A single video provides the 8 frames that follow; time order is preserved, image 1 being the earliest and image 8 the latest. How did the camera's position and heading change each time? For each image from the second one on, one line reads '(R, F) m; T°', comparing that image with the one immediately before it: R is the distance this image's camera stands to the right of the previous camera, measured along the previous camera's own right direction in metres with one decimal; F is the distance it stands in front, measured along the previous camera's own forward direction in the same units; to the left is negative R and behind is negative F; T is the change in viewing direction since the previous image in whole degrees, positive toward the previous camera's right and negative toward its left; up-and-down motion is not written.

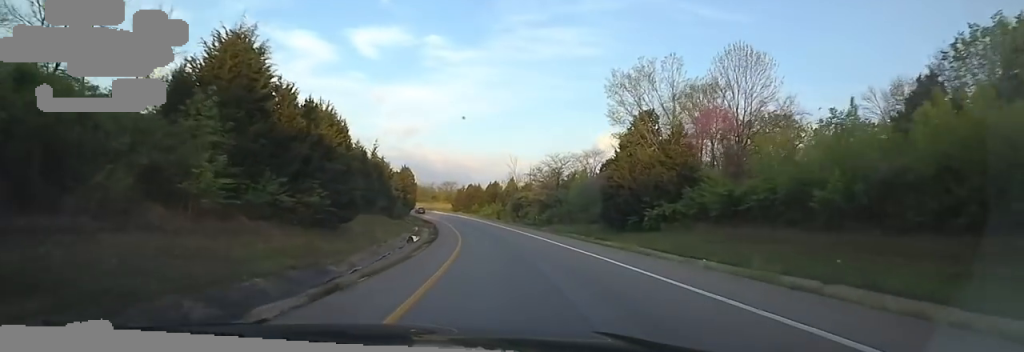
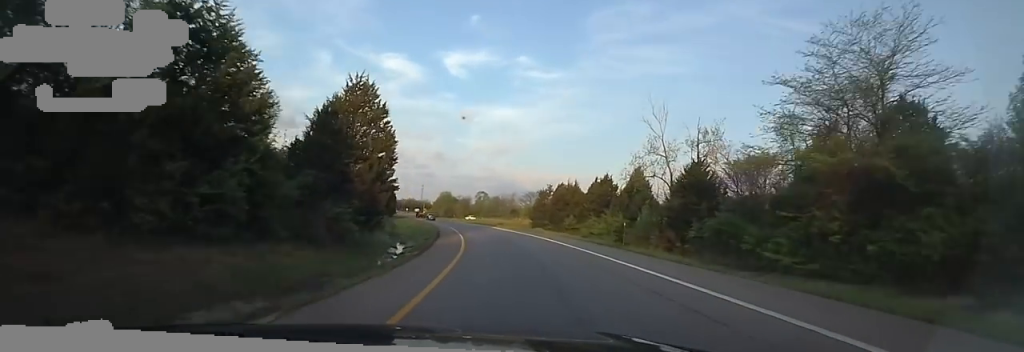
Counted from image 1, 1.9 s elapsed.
(-4.6, +52.4) m; -10°
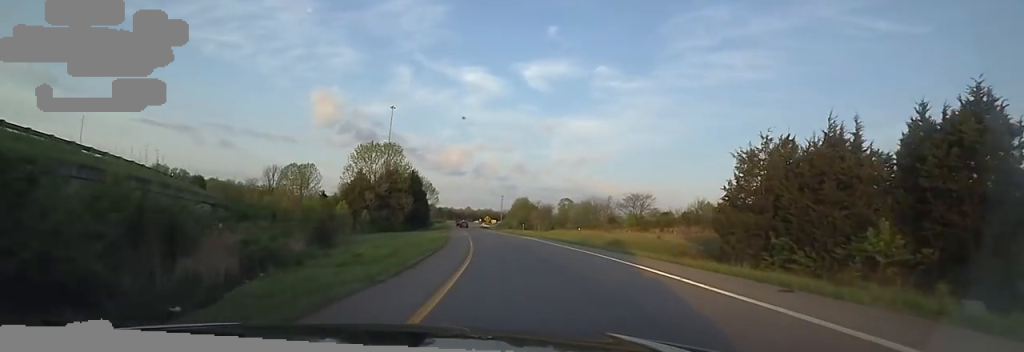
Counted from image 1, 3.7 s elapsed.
(-6.6, +48.7) m; -14°
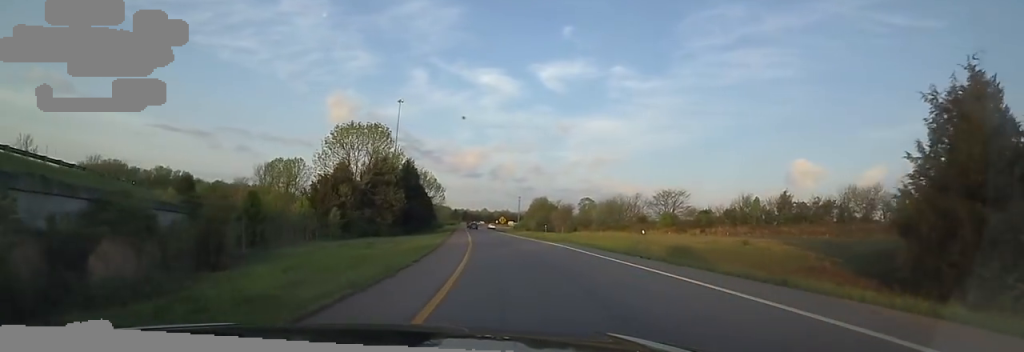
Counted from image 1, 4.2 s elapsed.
(-1.0, +13.8) m; -2°
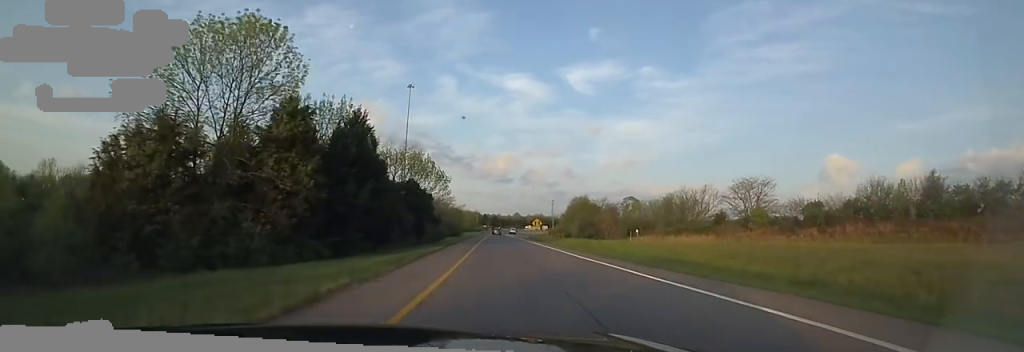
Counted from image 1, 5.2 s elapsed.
(+0.9, +28.3) m; -2°
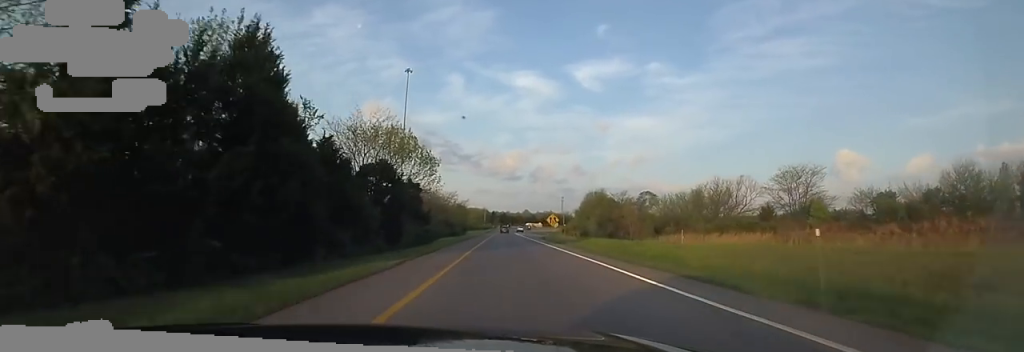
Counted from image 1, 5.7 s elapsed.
(-1.0, +13.6) m; -2°
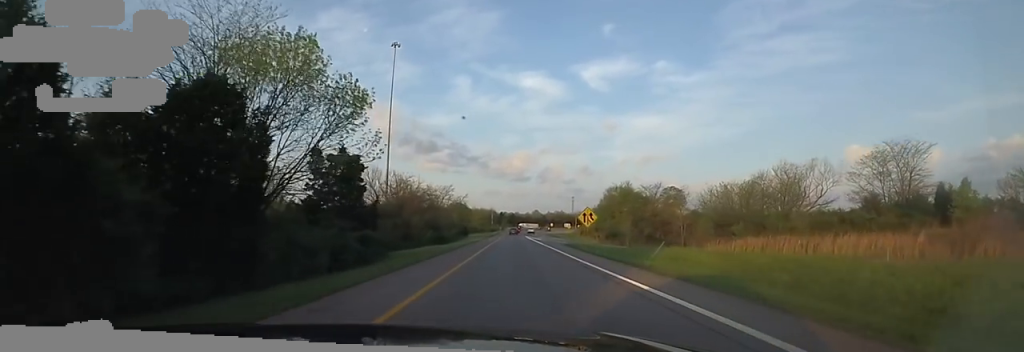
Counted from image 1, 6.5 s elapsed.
(-0.7, +22.0) m; -2°
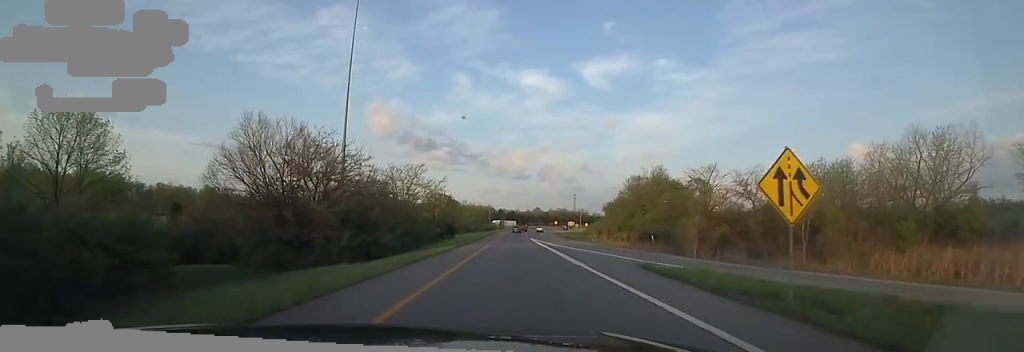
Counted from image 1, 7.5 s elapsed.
(0.0, +28.2) m; 0°
